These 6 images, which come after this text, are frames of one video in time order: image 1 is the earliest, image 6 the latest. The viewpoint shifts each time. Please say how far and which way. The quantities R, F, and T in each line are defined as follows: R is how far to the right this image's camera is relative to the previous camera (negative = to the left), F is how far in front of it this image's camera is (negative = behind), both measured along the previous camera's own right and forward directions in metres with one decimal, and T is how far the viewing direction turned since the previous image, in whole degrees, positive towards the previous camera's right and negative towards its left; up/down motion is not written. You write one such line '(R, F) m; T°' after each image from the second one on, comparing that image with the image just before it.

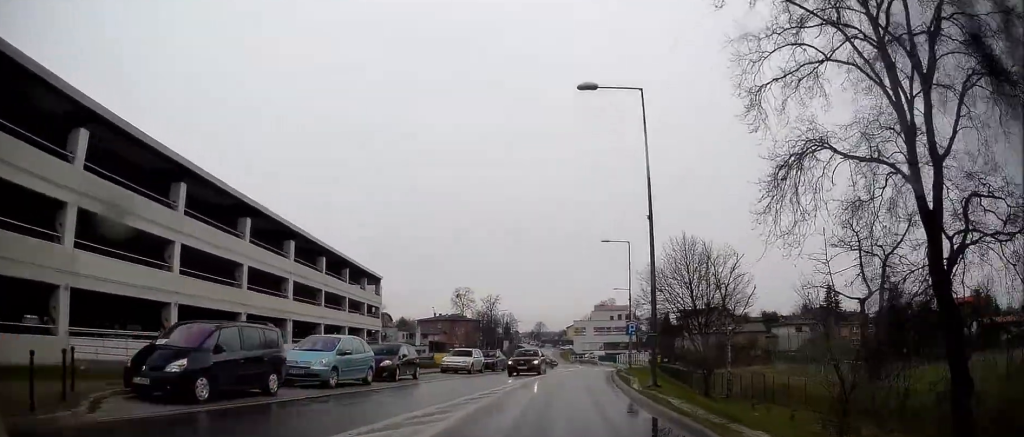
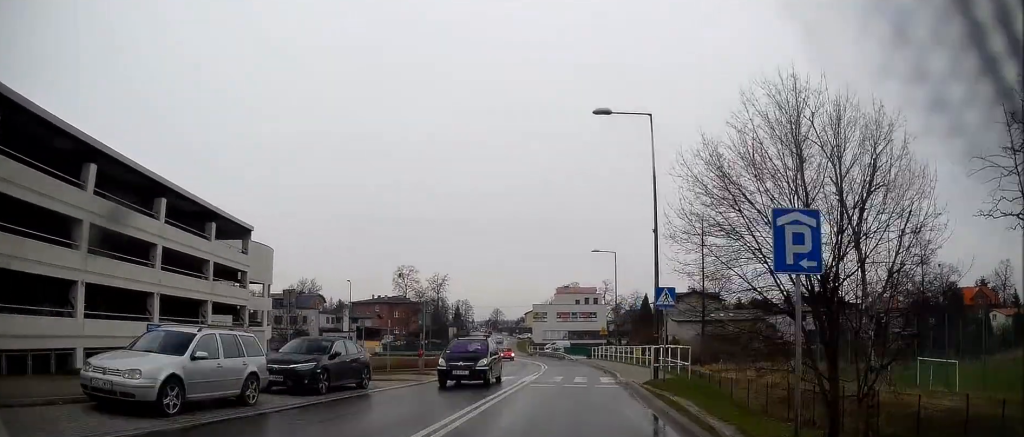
(+0.2, +25.7) m; +2°
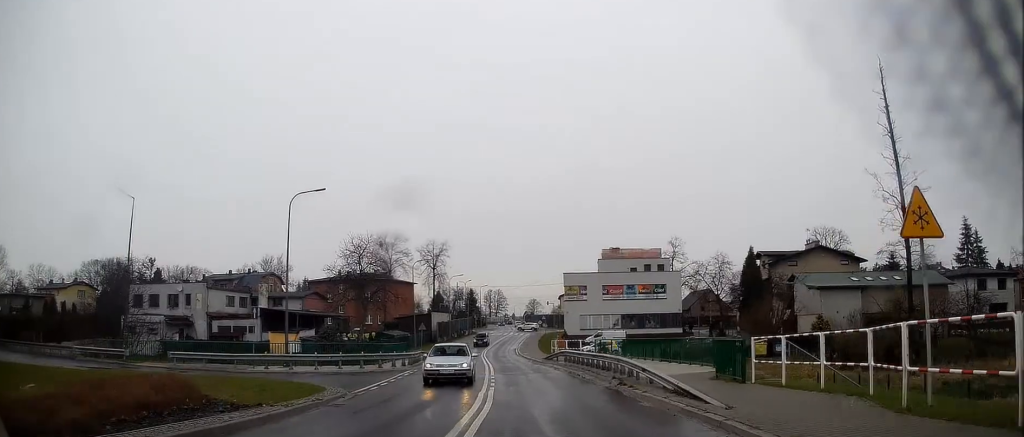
(+0.1, +50.1) m; -4°
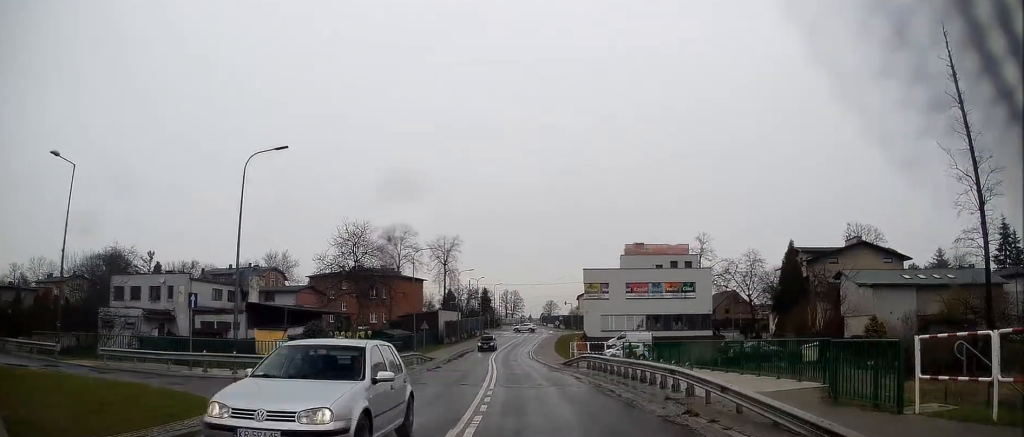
(-0.2, +7.5) m; -2°
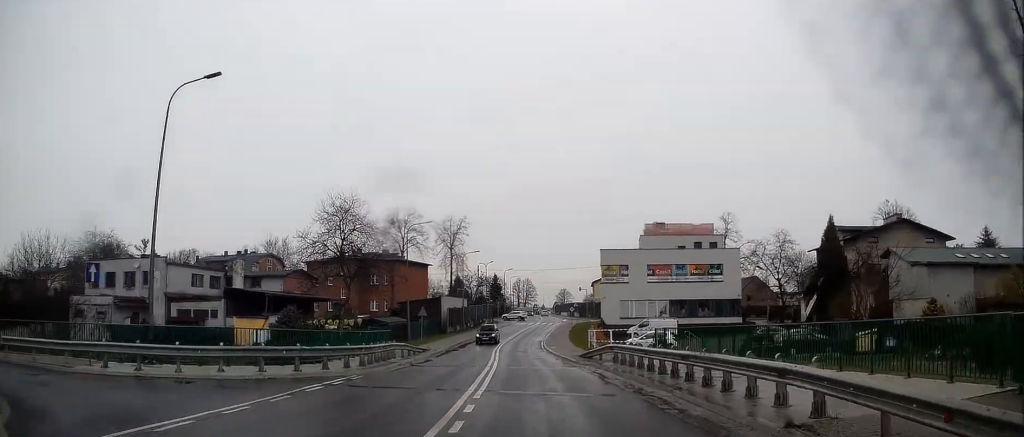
(-0.1, +7.1) m; -1°
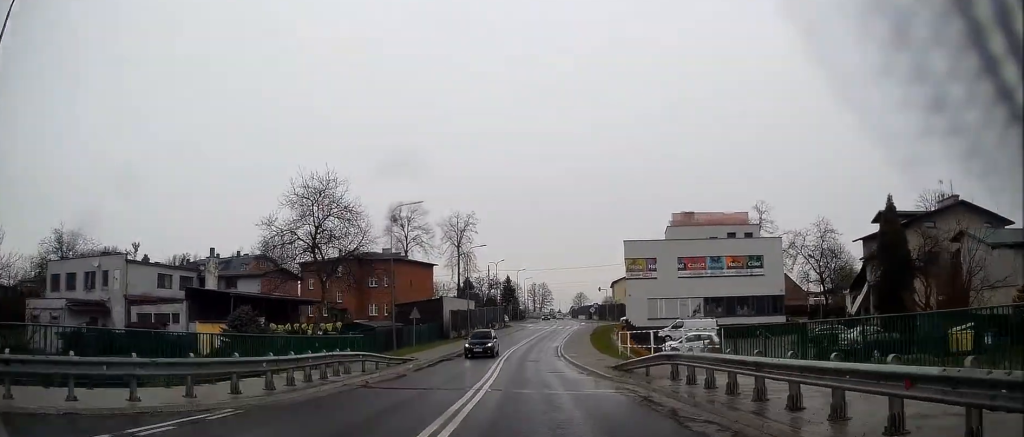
(0.0, +8.9) m; -1°
